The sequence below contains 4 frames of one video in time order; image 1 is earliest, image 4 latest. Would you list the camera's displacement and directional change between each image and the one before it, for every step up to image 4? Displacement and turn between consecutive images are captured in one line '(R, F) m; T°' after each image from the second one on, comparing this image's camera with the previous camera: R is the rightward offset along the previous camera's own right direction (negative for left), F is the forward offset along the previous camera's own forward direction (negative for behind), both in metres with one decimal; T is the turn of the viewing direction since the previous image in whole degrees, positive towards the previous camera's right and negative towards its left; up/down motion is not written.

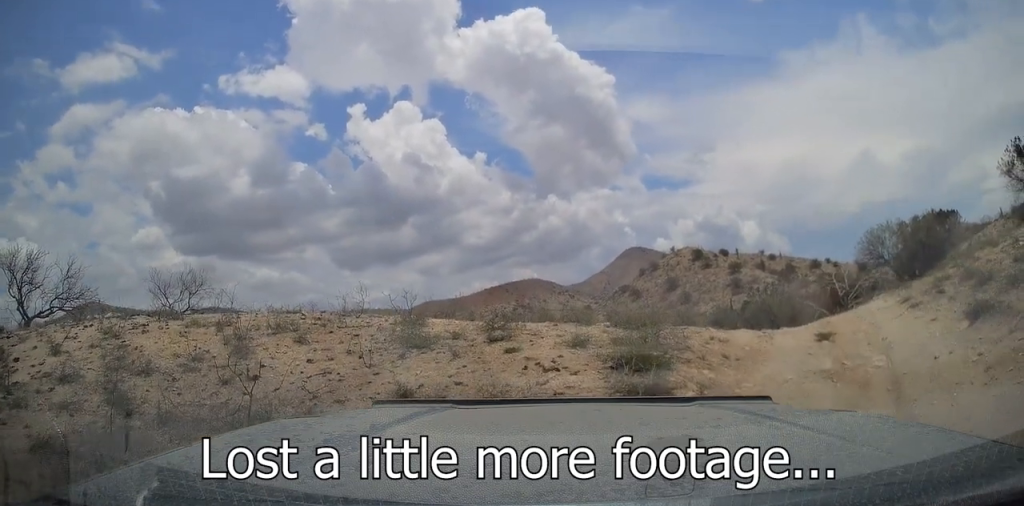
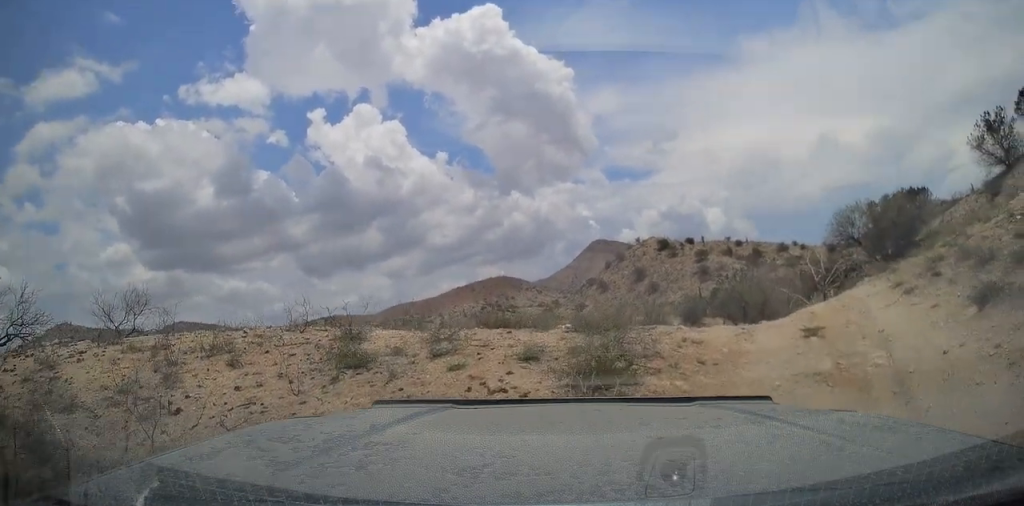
(0.0, +1.0) m; +1°
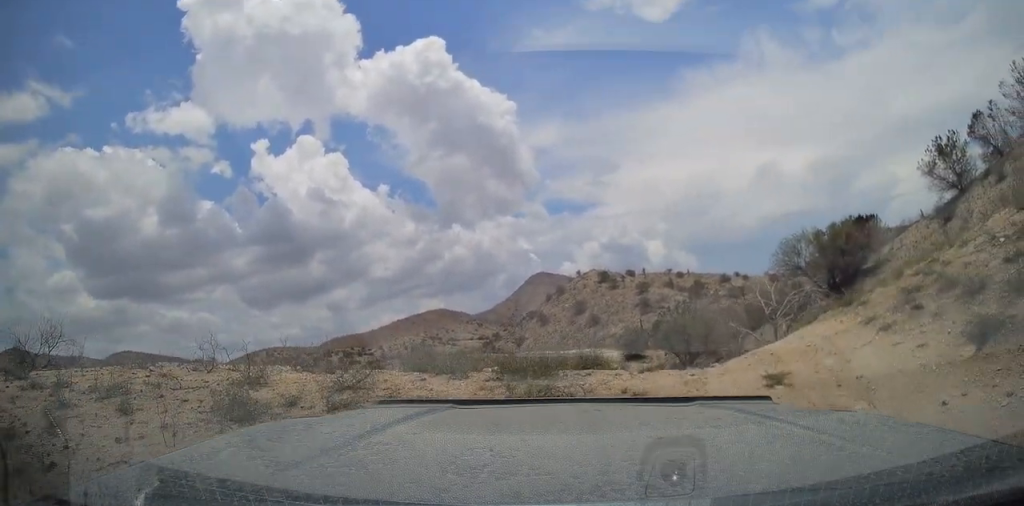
(0.0, +1.2) m; +8°
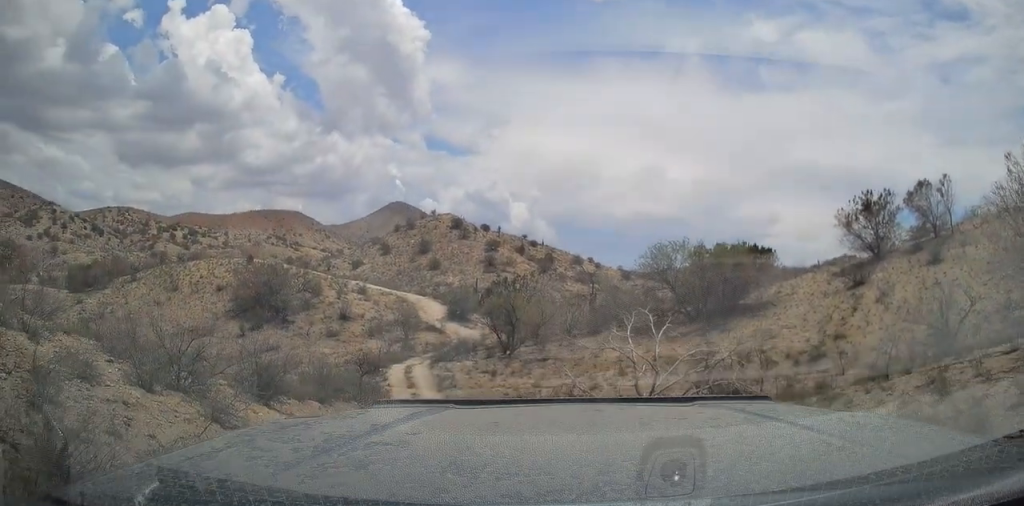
(+1.1, +8.9) m; +5°
